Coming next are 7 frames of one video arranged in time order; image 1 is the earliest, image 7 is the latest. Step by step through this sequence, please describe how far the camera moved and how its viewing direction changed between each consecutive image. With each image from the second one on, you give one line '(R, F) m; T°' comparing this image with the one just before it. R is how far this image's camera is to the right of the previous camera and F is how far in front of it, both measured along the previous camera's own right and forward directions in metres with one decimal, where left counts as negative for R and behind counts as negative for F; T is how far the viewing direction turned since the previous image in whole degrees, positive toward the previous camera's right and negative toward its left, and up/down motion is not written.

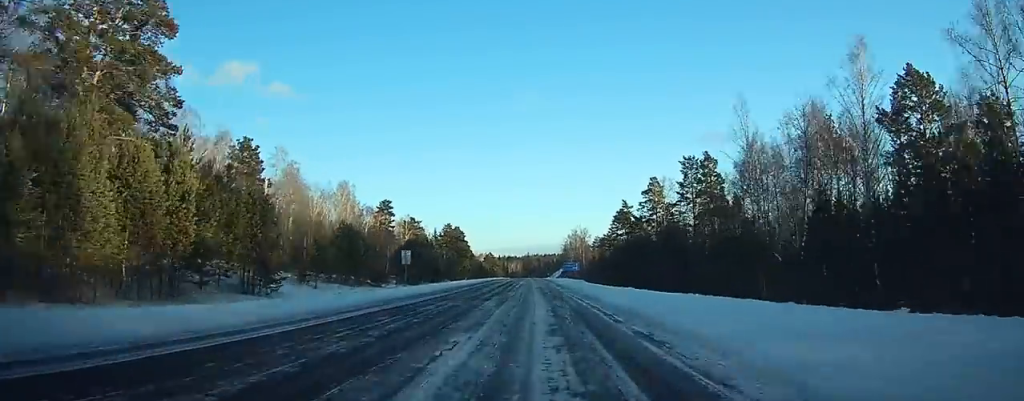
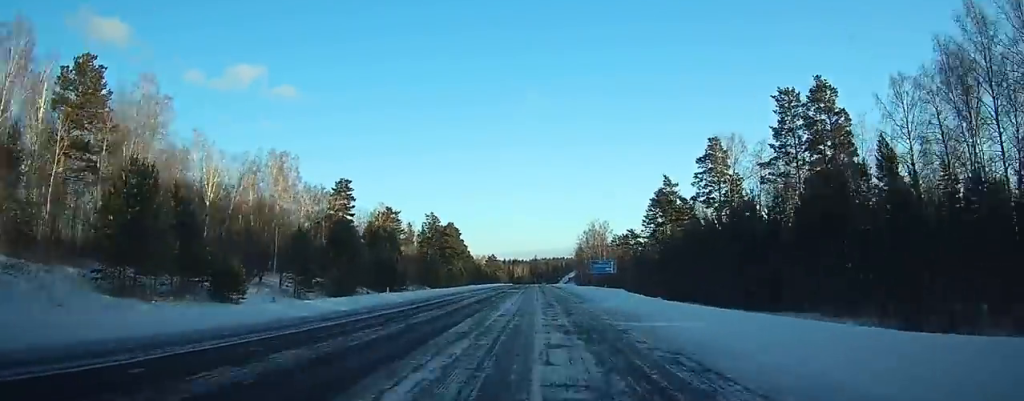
(-0.6, +45.0) m; -1°
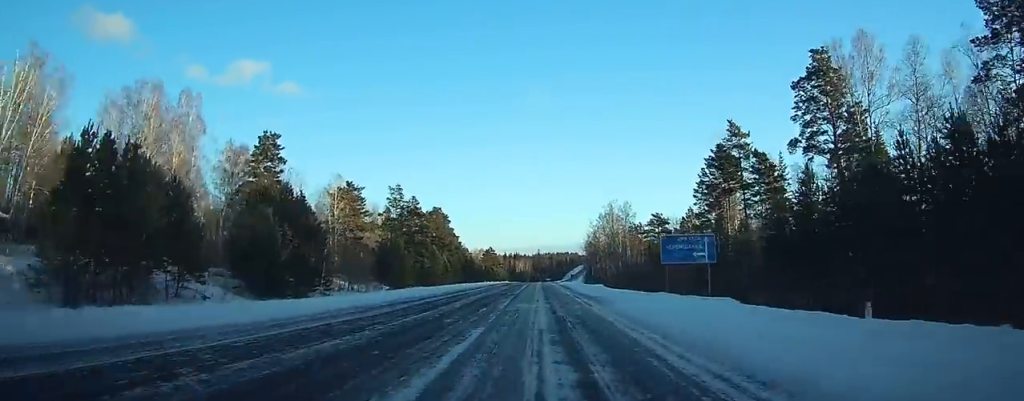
(+0.1, +39.2) m; 0°
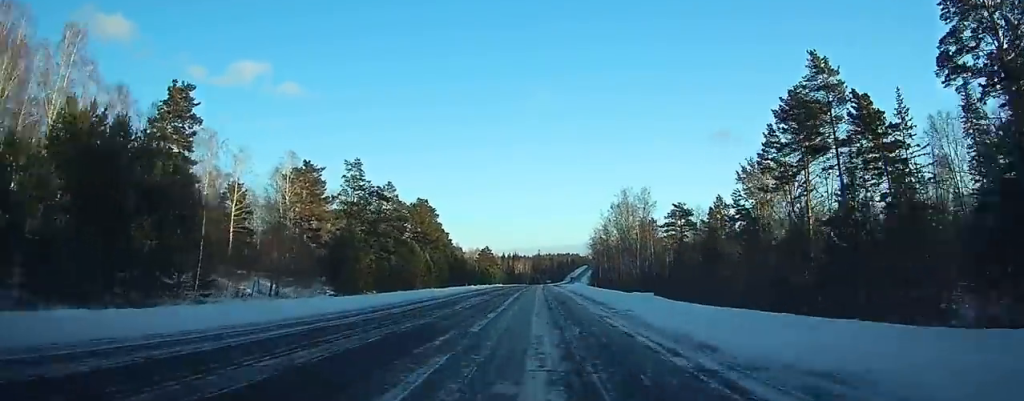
(+0.1, +25.5) m; 0°
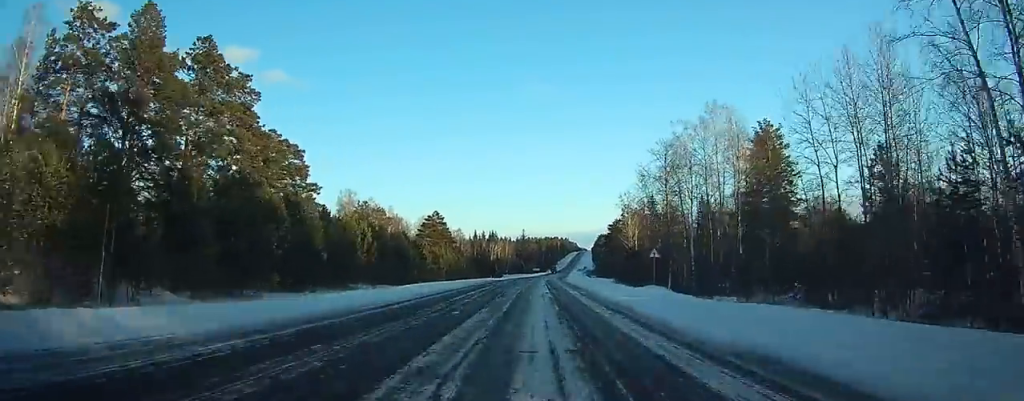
(+0.4, +119.3) m; +1°
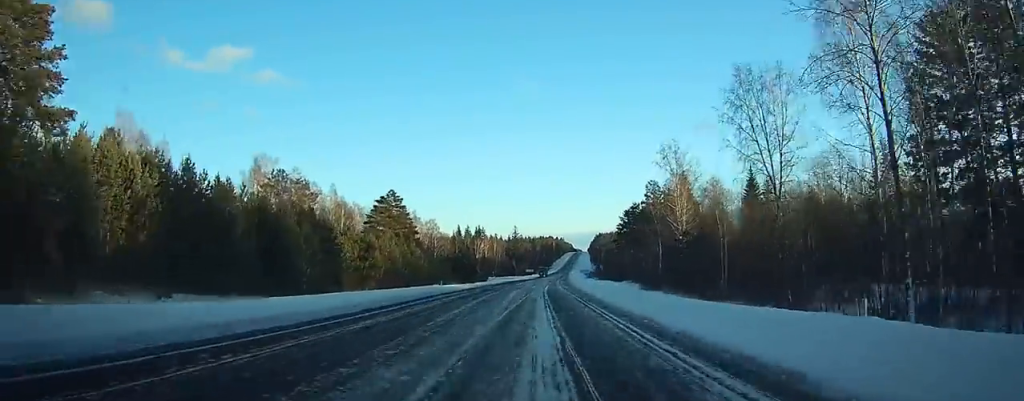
(+0.2, +49.1) m; +1°
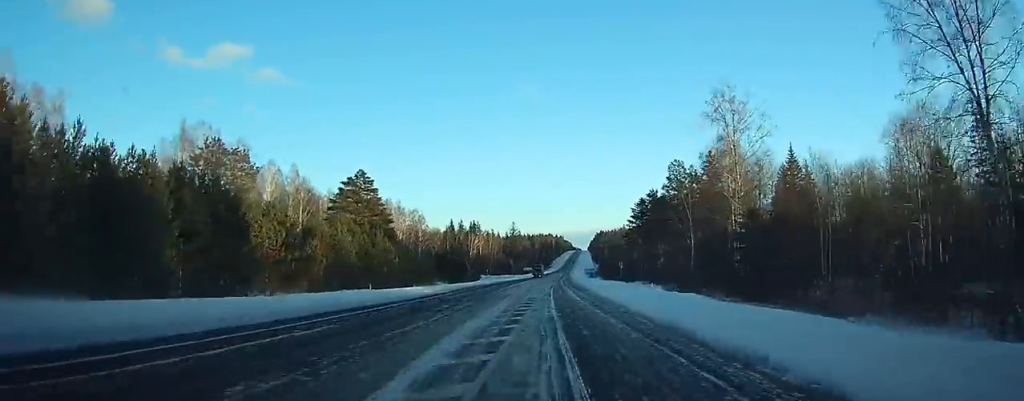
(0.0, +23.4) m; +1°
